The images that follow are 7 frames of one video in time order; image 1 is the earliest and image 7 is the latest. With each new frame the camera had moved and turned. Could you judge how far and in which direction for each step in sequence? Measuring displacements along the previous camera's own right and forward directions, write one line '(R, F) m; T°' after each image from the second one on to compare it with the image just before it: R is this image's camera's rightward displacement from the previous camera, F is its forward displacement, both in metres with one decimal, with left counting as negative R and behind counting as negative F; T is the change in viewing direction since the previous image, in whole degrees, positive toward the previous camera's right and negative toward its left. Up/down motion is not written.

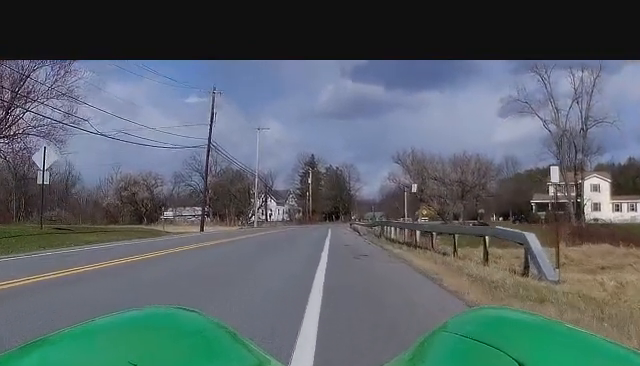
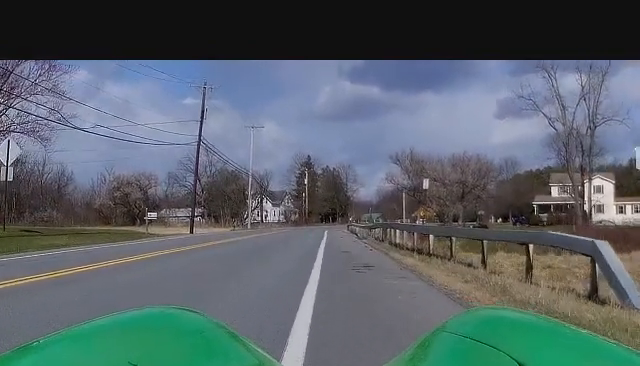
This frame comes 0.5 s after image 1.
(+0.1, +3.3) m; +1°
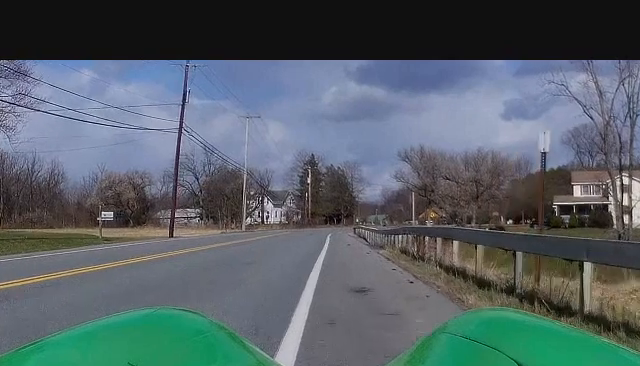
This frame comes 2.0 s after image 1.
(+0.1, +9.7) m; -1°
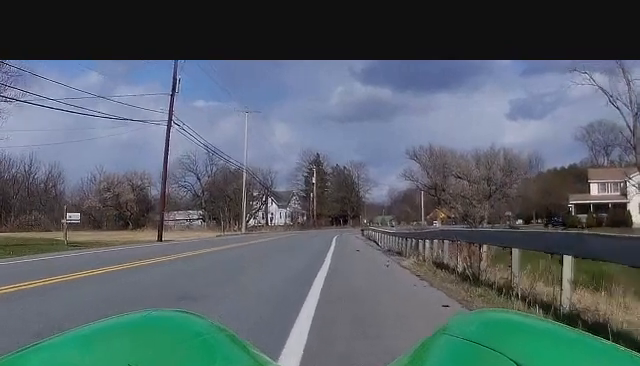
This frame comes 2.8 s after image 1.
(+0.1, +5.4) m; +1°
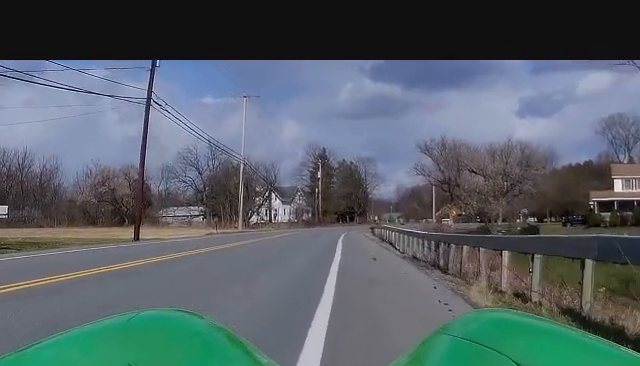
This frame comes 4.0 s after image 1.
(+0.2, +7.4) m; -1°
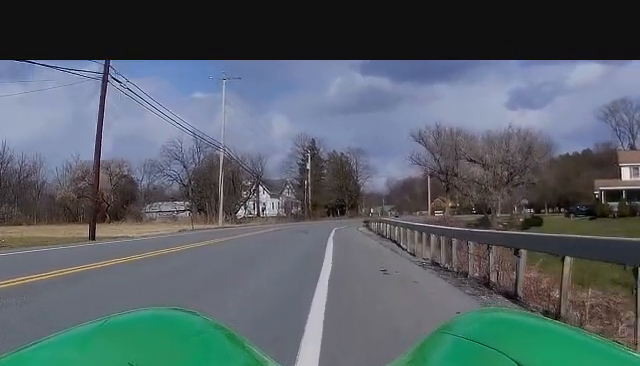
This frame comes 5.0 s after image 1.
(-0.3, +6.6) m; -3°
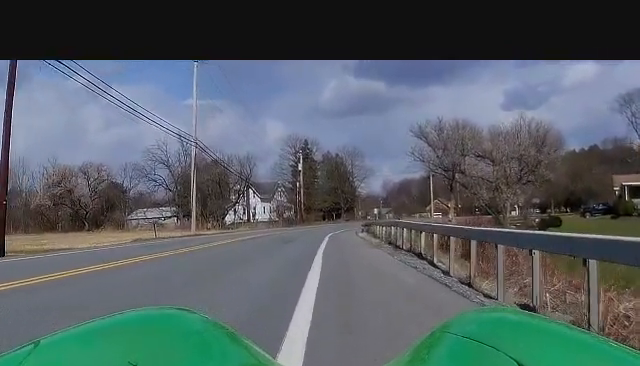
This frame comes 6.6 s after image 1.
(+0.1, +10.3) m; +2°
